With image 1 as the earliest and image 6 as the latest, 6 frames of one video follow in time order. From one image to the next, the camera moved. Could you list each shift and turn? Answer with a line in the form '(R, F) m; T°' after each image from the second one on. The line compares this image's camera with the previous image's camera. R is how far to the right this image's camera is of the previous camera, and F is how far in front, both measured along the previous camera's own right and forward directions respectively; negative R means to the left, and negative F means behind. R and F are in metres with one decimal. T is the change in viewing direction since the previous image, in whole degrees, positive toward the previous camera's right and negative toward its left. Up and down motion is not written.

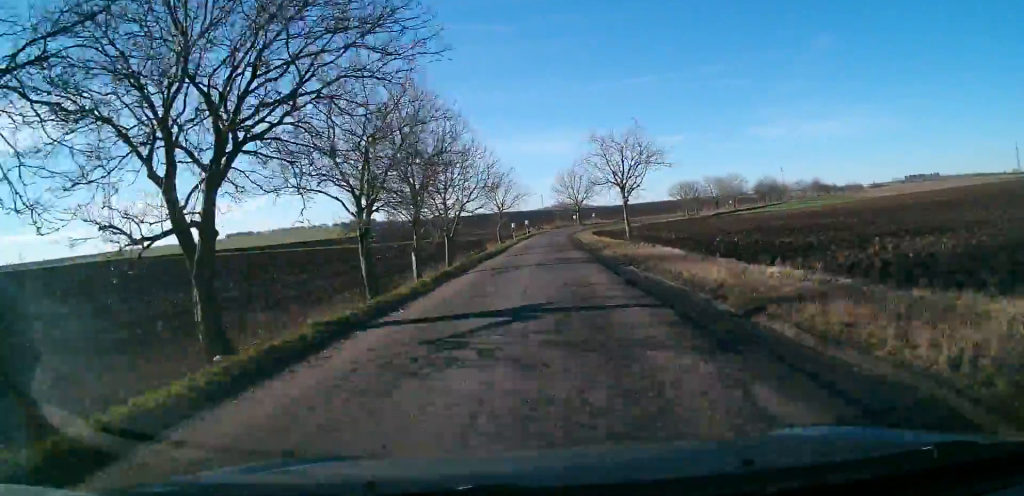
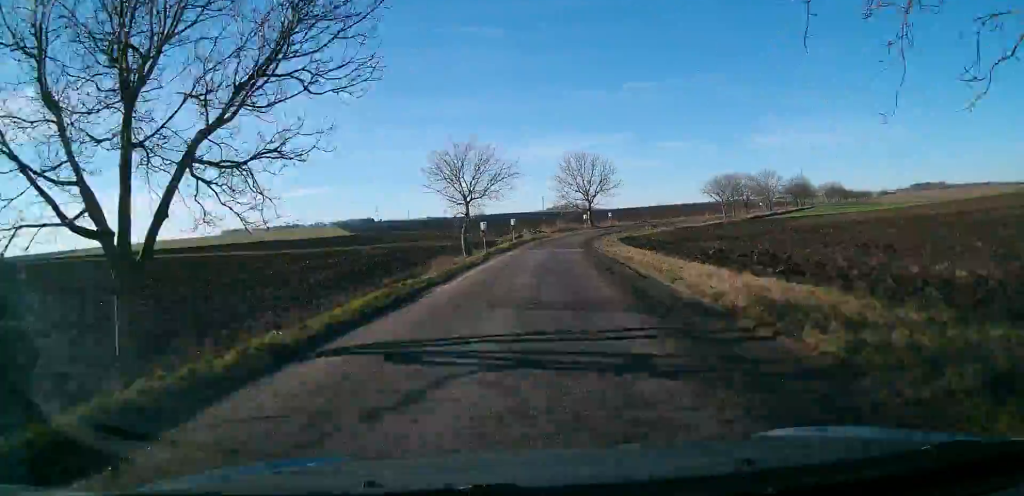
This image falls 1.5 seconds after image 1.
(0.0, +34.2) m; 0°
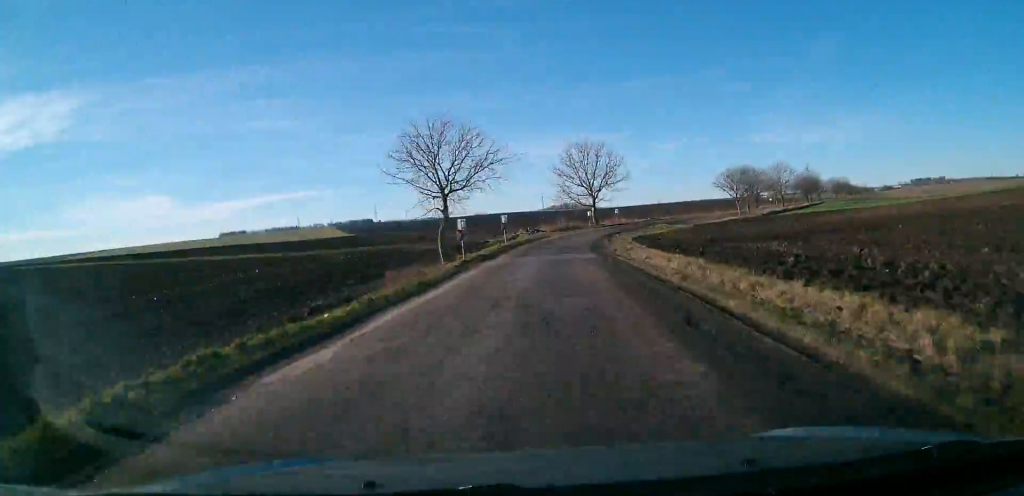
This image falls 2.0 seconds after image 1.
(0.0, +9.9) m; +1°
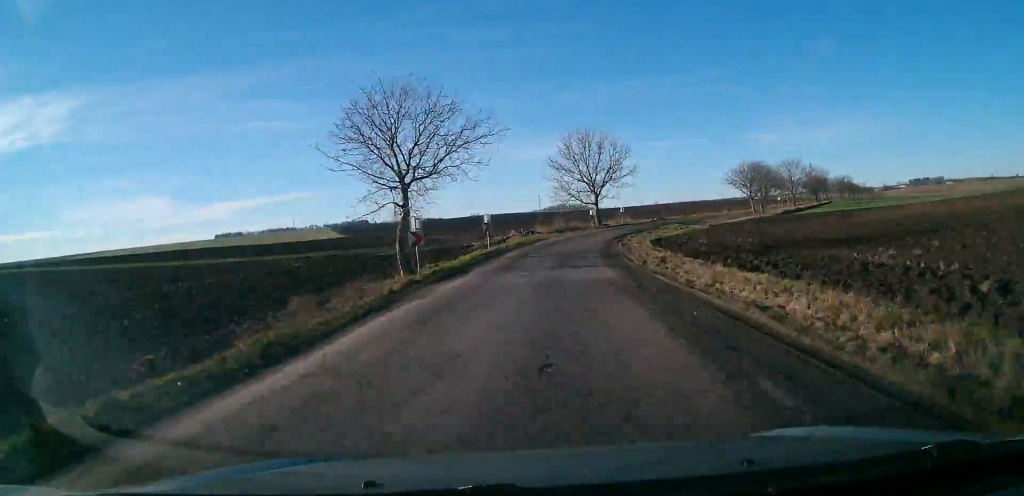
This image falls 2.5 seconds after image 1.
(-0.2, +9.9) m; +1°
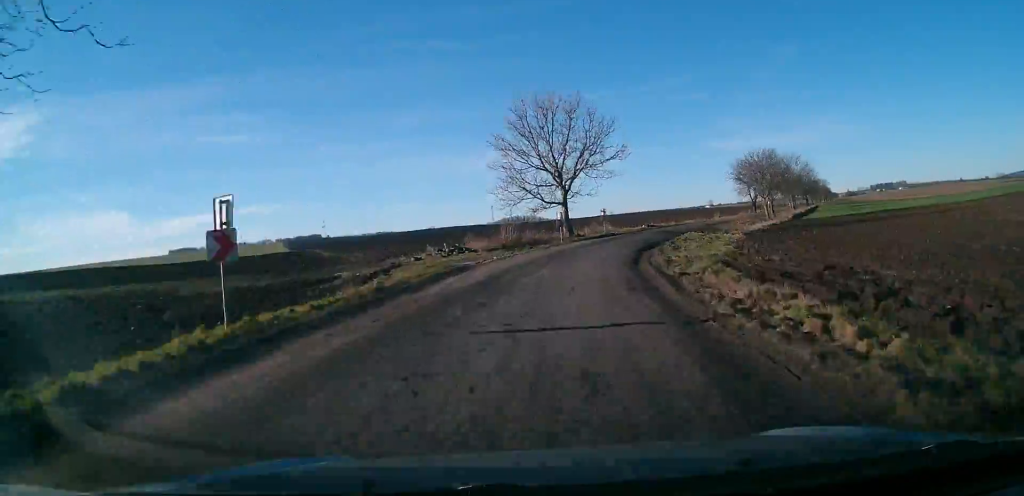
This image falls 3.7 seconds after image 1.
(+1.5, +25.7) m; +6°
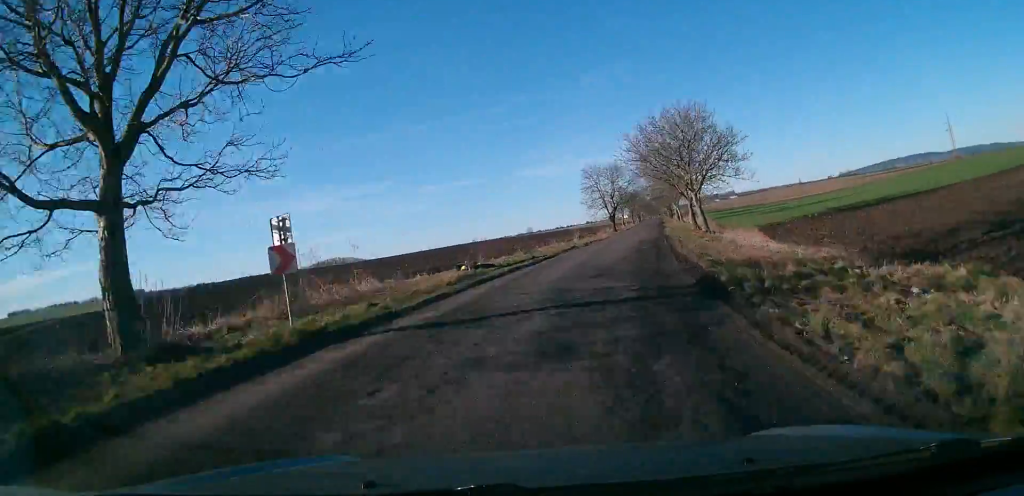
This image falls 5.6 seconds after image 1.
(+4.0, +38.7) m; +13°
